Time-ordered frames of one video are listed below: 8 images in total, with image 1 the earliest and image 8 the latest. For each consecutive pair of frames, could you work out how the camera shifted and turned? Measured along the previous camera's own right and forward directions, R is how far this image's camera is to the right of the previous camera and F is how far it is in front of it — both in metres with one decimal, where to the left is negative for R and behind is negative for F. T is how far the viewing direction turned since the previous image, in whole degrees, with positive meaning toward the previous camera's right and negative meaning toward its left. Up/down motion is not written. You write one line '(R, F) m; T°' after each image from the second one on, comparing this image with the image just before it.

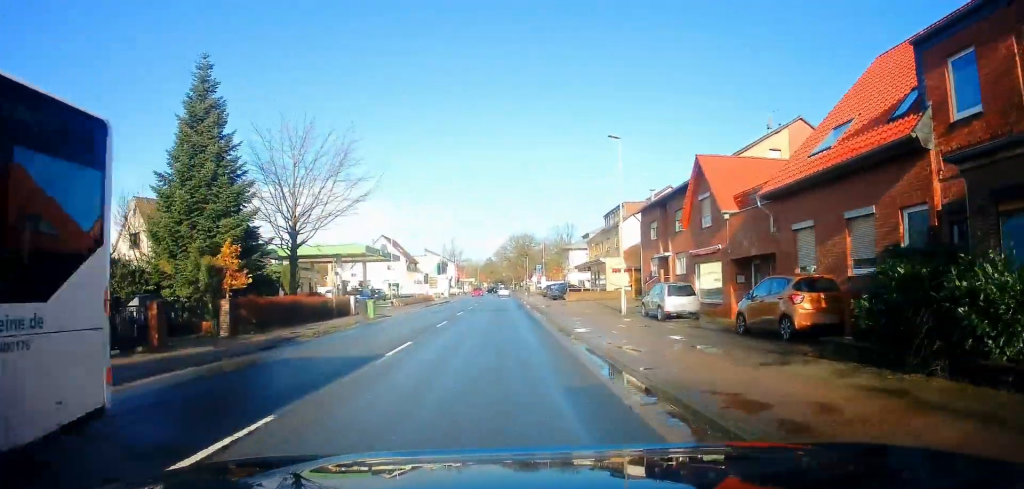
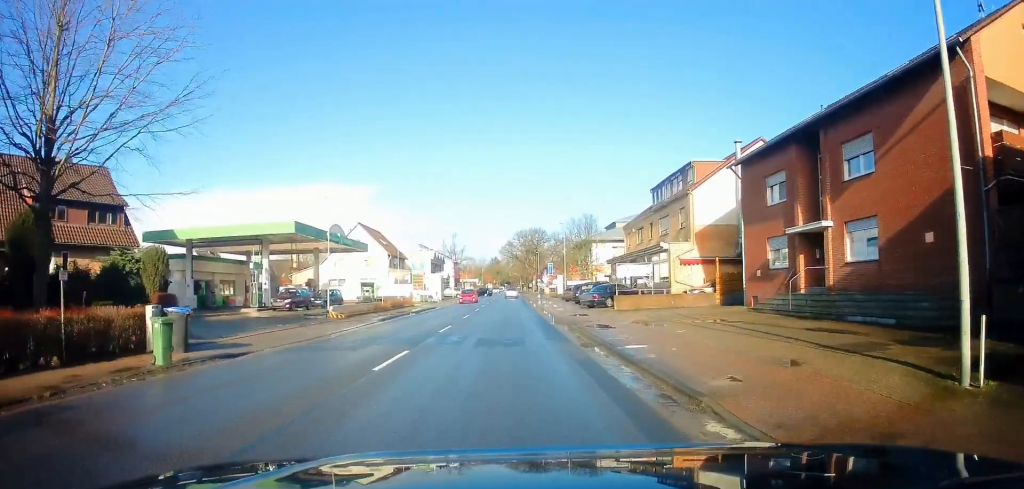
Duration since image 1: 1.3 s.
(-0.5, +19.3) m; -1°
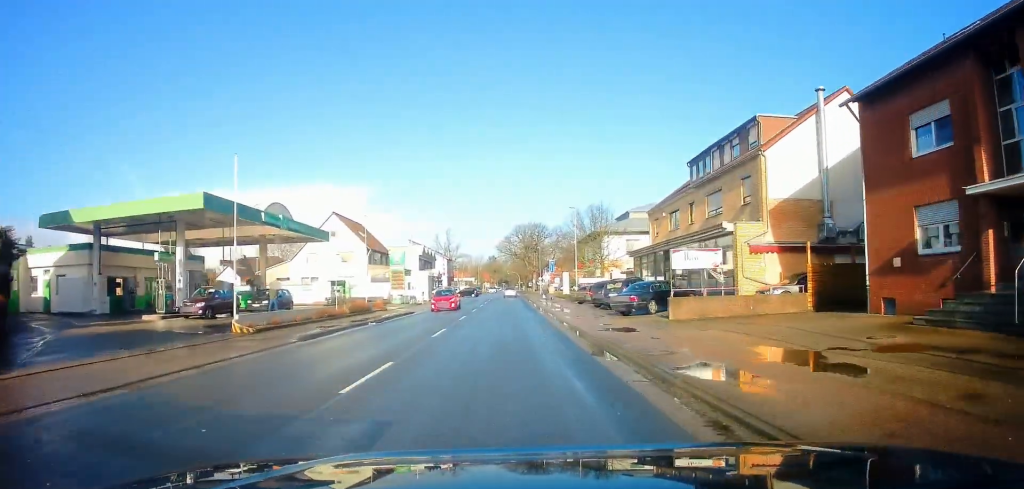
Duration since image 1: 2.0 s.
(+0.1, +10.7) m; -1°
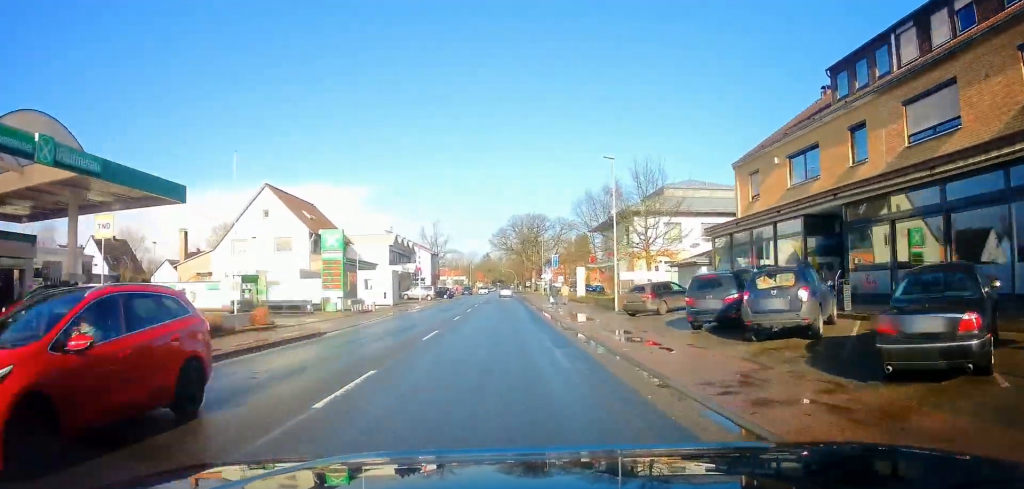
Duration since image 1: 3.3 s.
(-0.2, +18.5) m; +1°
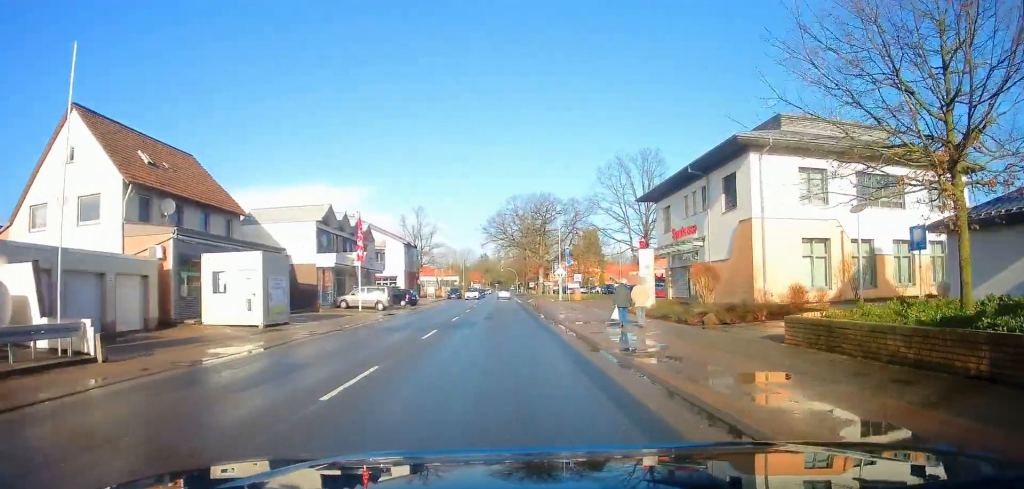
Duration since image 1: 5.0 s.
(+0.4, +25.8) m; +1°
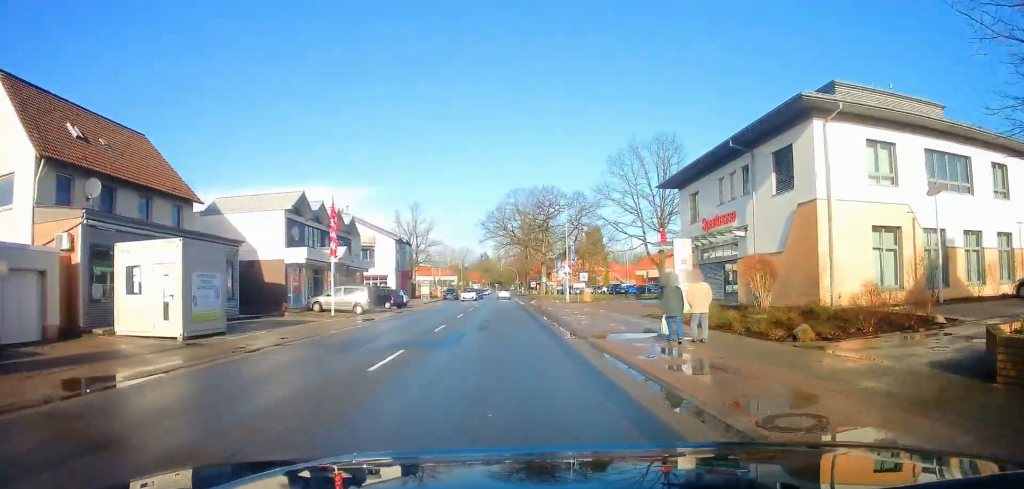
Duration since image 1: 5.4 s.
(+0.1, +6.1) m; -1°
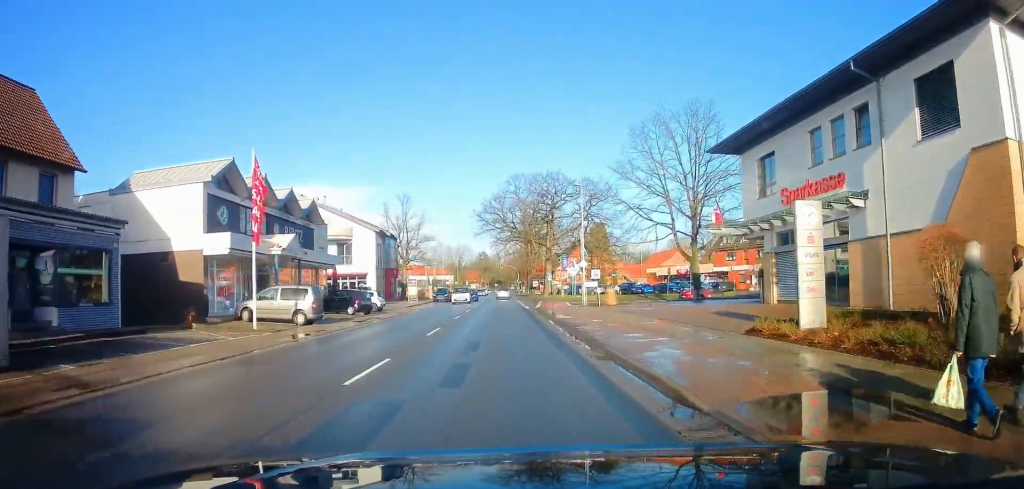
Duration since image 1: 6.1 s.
(+0.1, +10.2) m; -1°
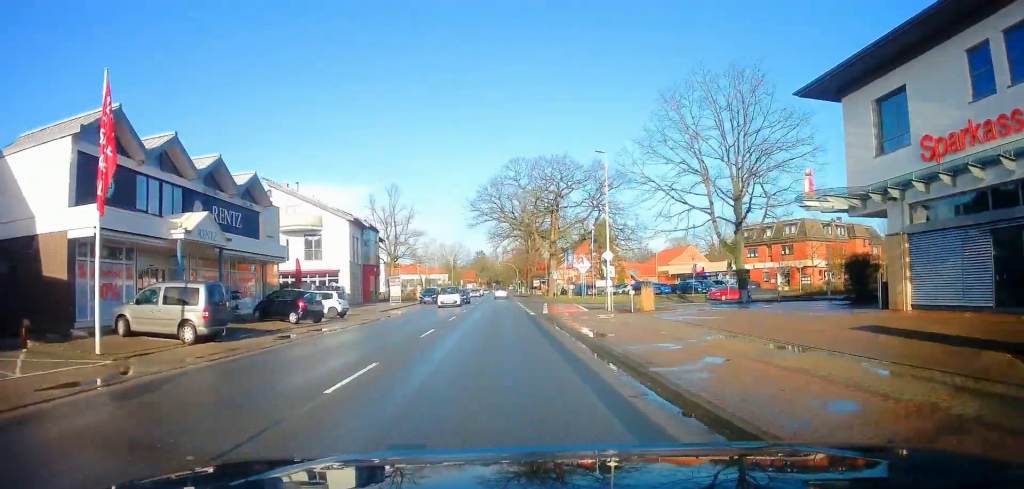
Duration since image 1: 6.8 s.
(-0.3, +9.5) m; 0°
